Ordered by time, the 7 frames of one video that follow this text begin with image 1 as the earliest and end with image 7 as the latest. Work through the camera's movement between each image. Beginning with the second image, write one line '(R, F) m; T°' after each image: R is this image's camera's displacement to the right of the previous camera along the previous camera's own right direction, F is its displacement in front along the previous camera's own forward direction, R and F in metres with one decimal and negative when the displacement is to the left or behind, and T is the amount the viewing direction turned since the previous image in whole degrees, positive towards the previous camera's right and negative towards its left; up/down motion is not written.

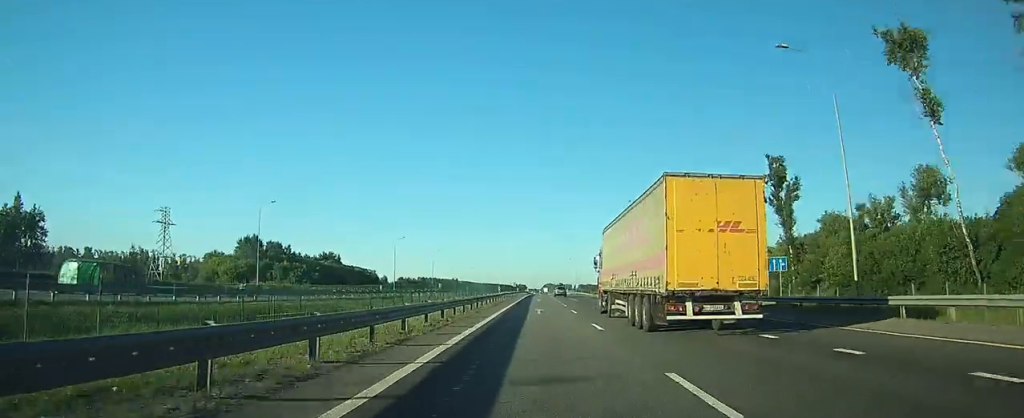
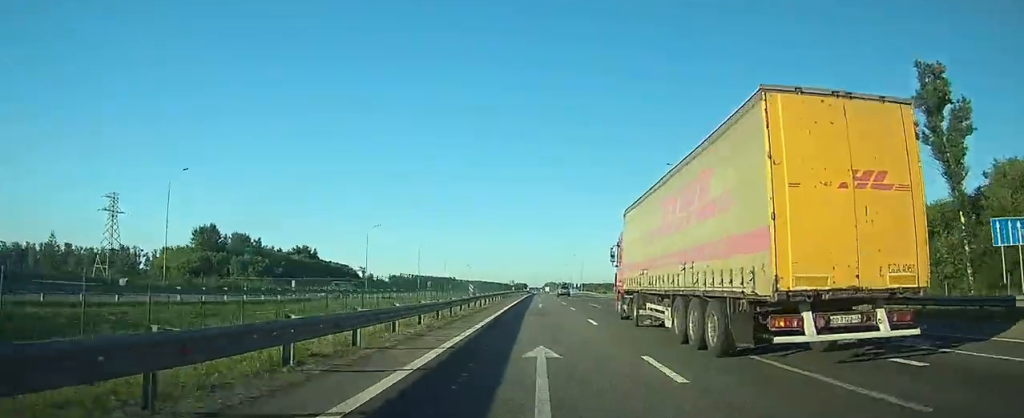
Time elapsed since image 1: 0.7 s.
(0.0, +21.7) m; 0°
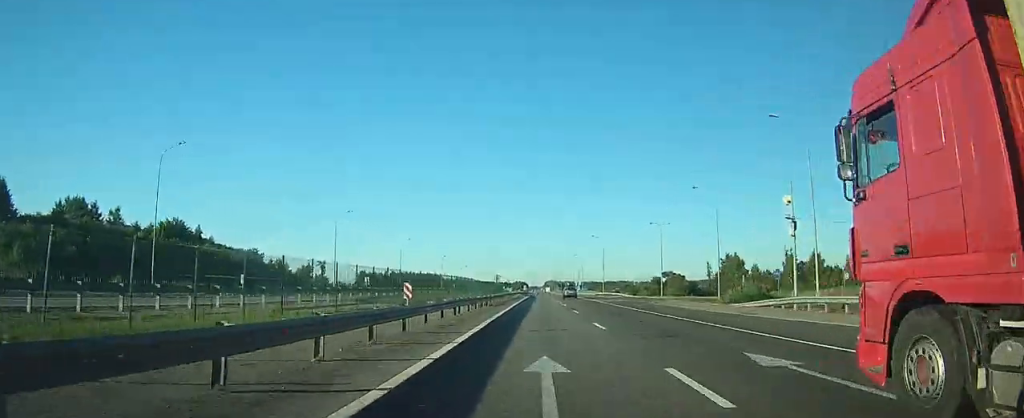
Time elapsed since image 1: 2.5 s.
(+0.3, +61.0) m; +1°
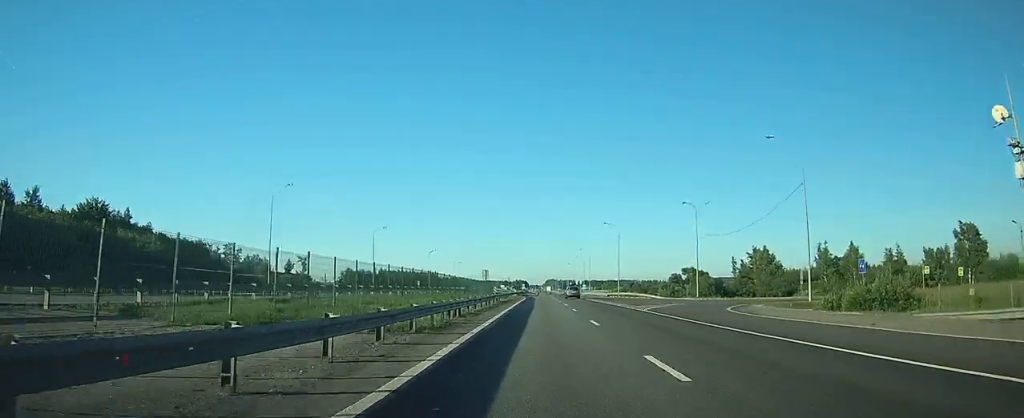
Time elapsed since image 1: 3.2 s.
(0.0, +21.9) m; 0°
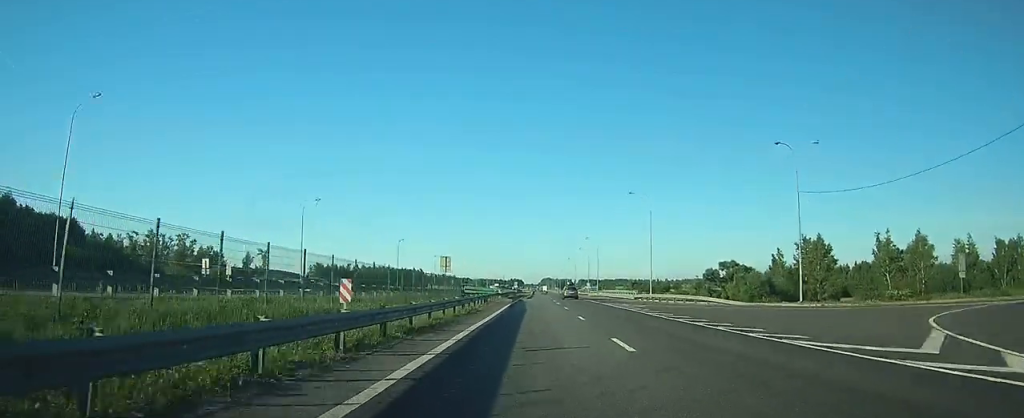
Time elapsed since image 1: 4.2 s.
(0.0, +31.9) m; 0°
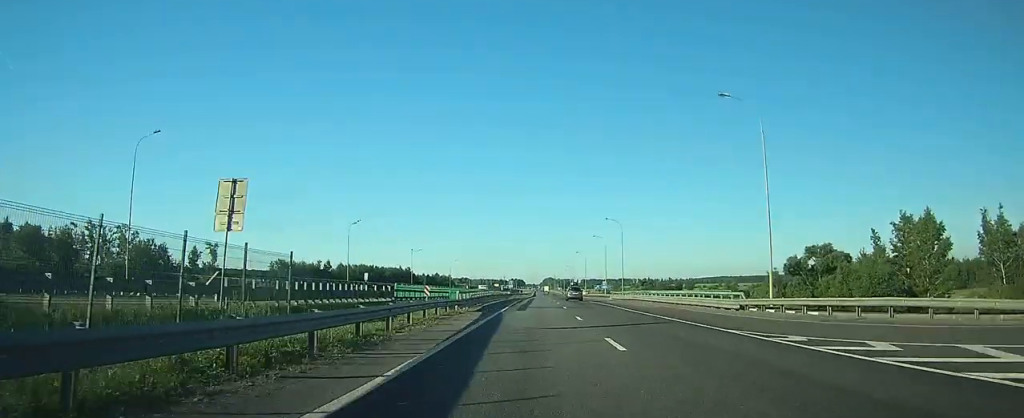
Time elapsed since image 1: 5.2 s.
(0.0, +35.3) m; 0°
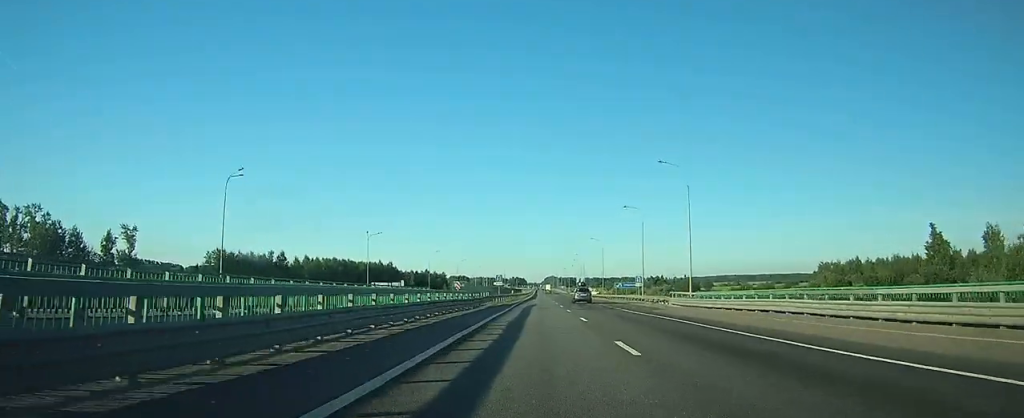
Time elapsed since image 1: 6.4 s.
(+0.2, +39.8) m; 0°
